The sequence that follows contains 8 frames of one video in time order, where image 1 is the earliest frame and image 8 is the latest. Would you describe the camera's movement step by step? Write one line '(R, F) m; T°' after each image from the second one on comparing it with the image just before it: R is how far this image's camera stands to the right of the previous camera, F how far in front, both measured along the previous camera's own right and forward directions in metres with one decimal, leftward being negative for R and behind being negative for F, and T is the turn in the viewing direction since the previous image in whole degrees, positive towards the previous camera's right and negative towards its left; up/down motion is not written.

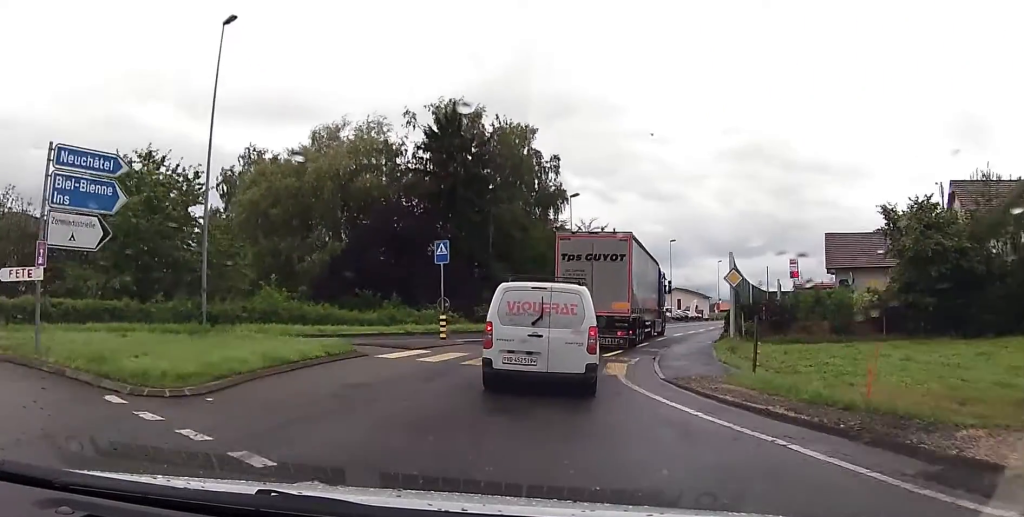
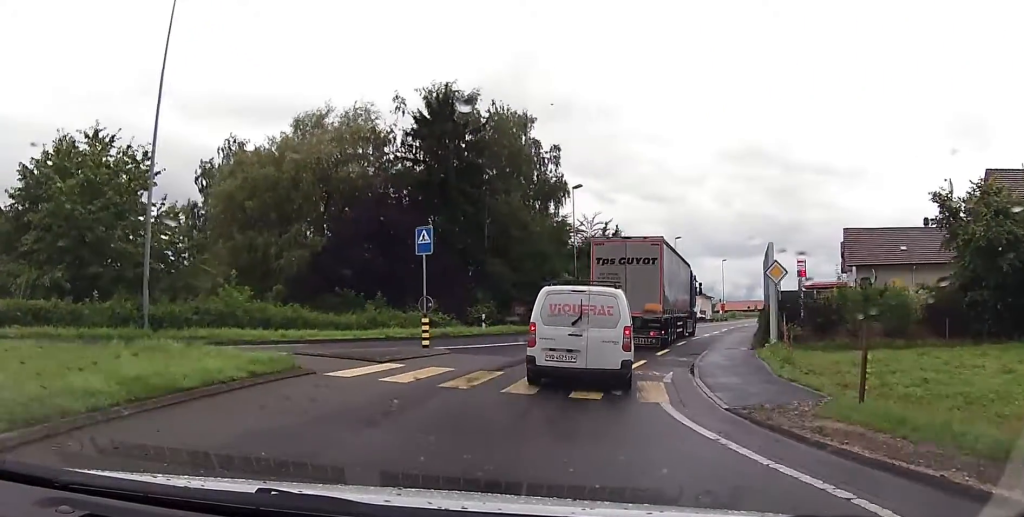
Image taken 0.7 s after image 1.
(+0.2, +4.4) m; 0°
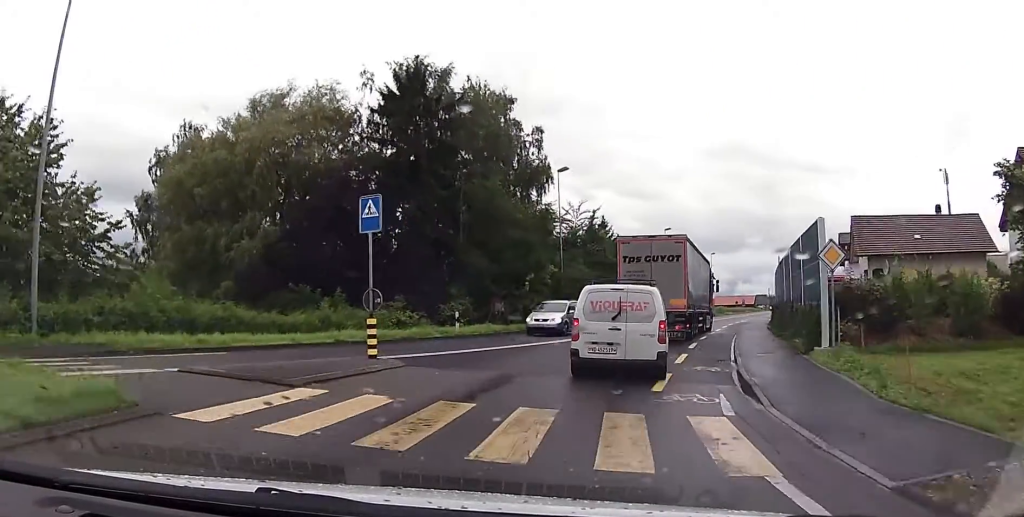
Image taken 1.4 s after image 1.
(-0.5, +4.7) m; 0°
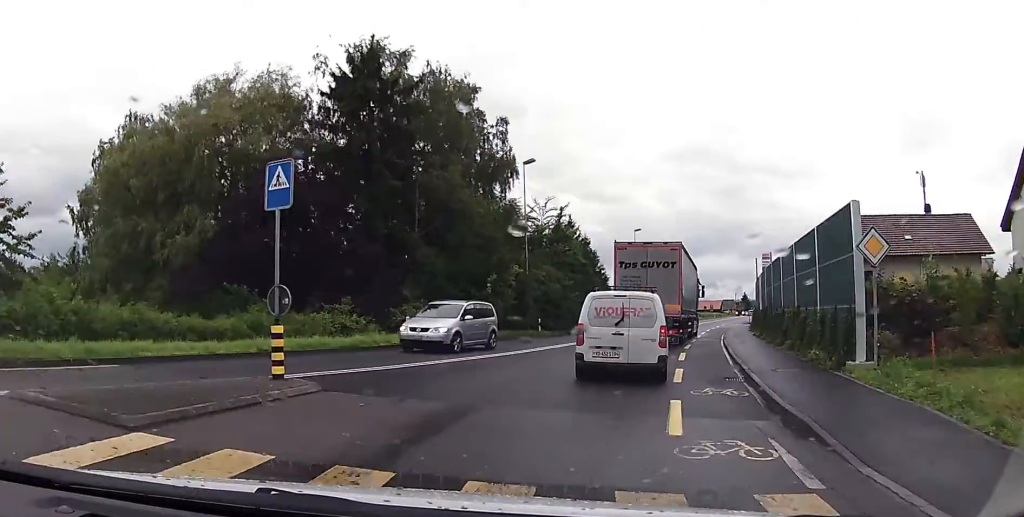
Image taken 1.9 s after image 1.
(+0.2, +3.3) m; +3°
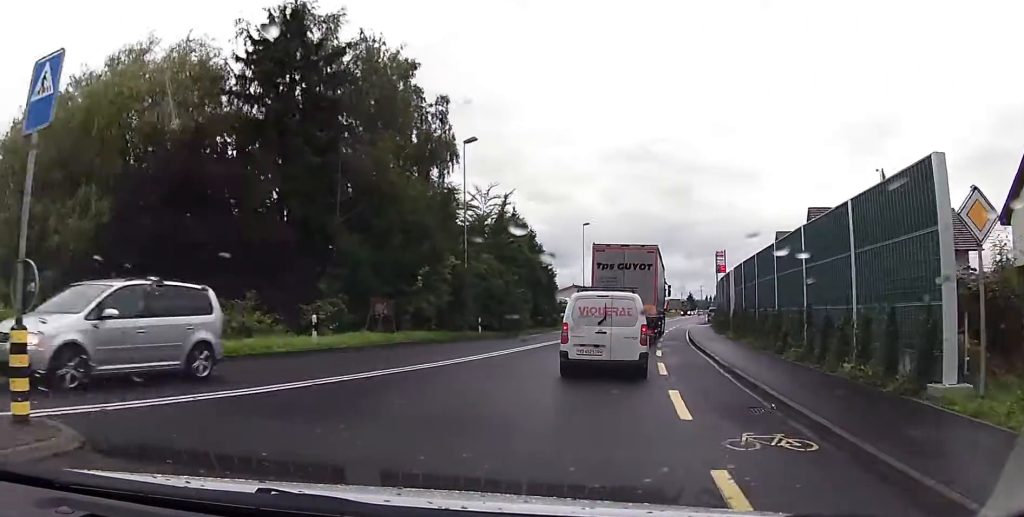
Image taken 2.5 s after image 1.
(+0.2, +4.3) m; +5°
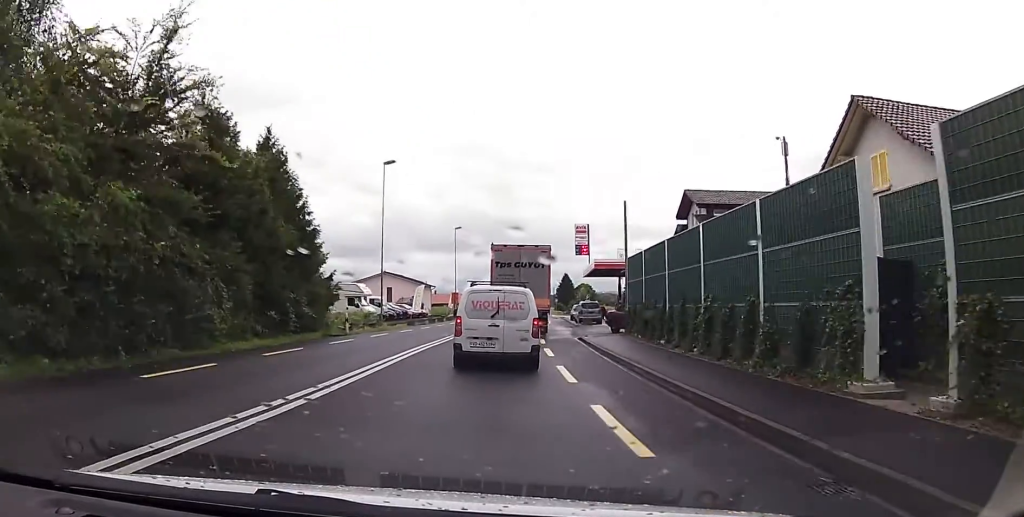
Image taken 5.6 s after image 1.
(+1.6, +24.2) m; +10°
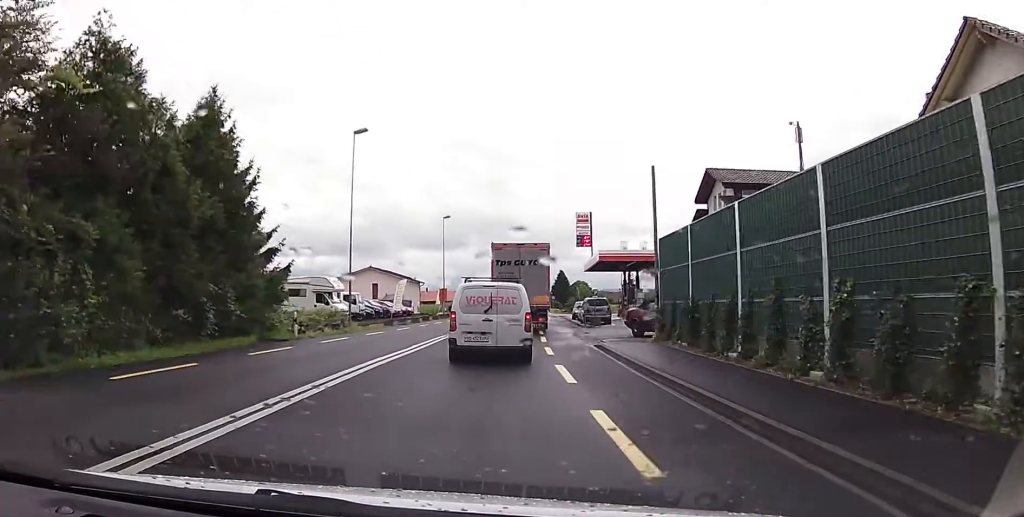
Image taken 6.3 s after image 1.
(+0.2, +7.1) m; +4°
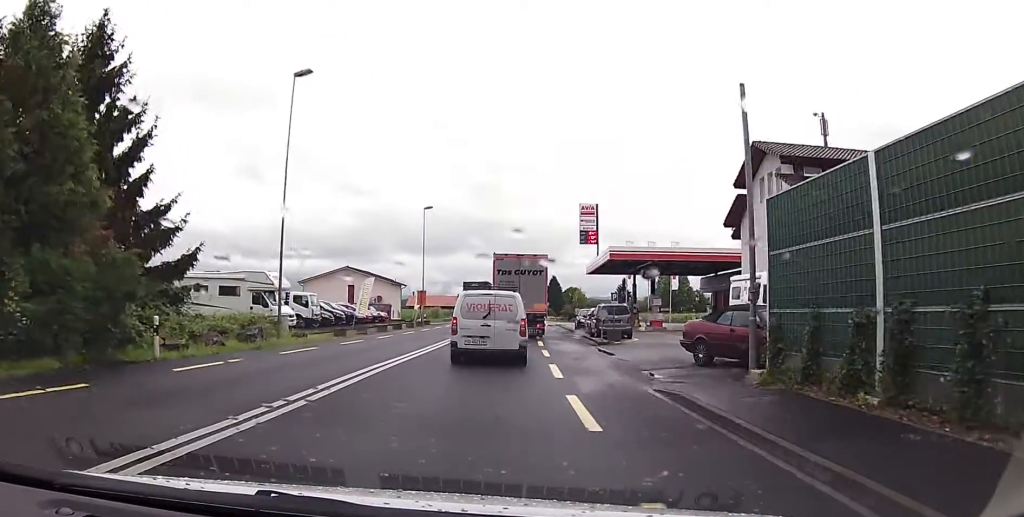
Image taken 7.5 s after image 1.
(+0.6, +10.4) m; +1°
